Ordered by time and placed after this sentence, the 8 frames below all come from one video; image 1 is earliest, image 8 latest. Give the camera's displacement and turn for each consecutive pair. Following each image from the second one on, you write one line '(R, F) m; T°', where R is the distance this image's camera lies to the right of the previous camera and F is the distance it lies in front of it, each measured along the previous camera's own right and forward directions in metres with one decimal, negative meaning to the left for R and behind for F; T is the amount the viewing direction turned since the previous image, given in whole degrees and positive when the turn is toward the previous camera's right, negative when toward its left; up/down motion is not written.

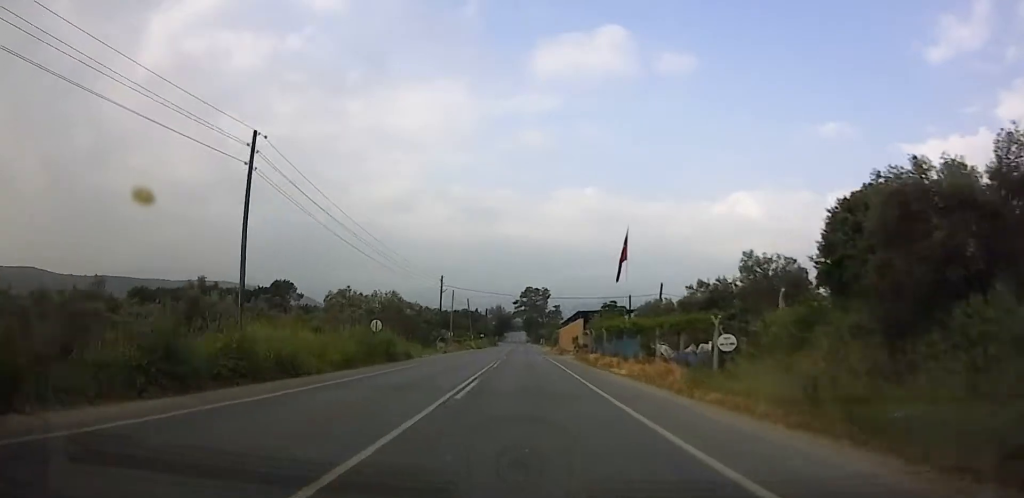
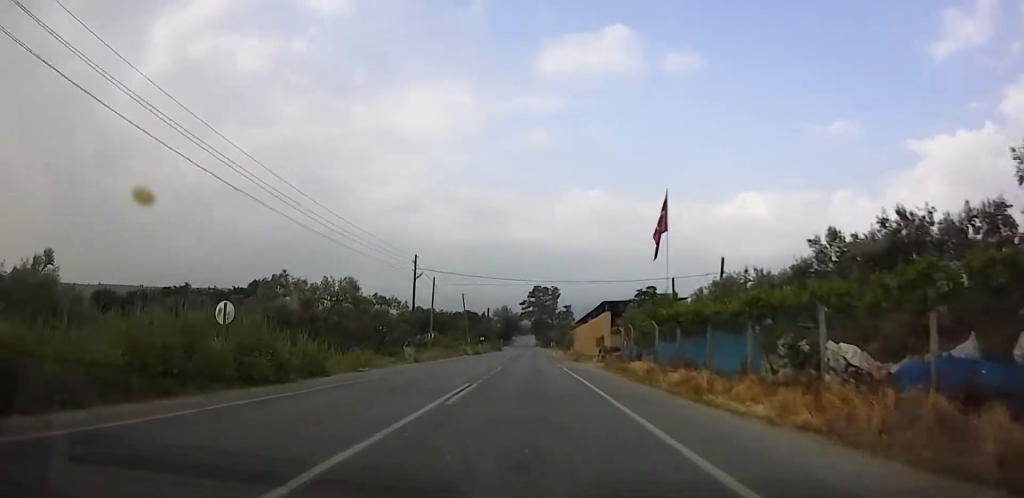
(-0.4, +16.5) m; -2°
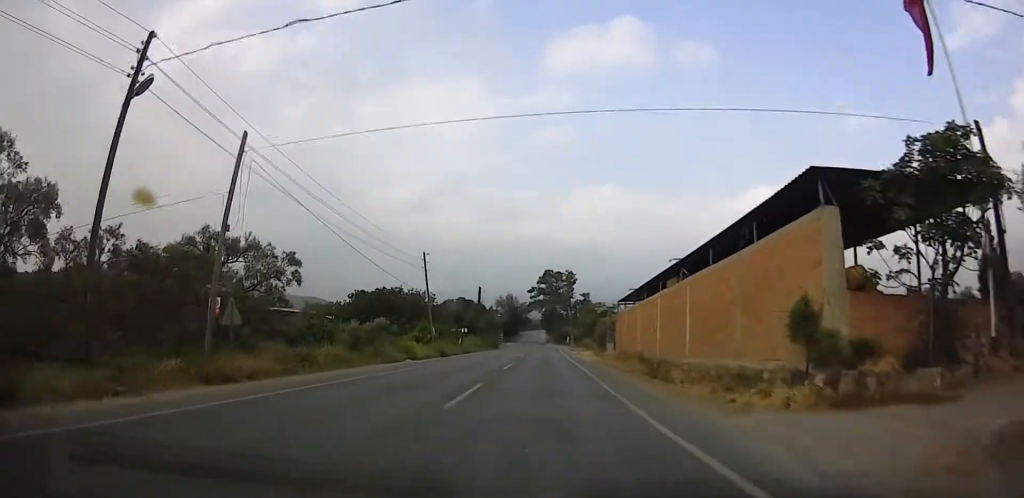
(-1.1, +32.6) m; 0°
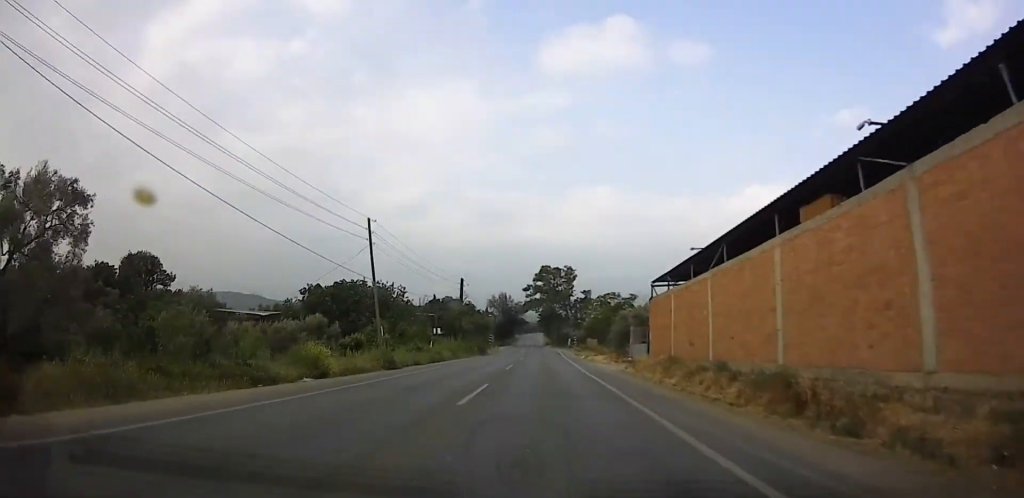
(+0.4, +14.0) m; 0°
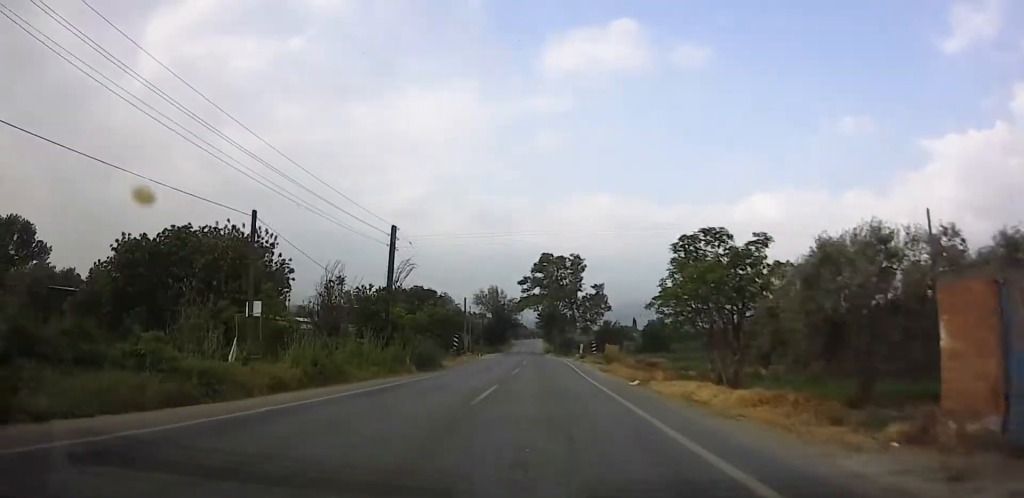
(-0.2, +28.1) m; -2°
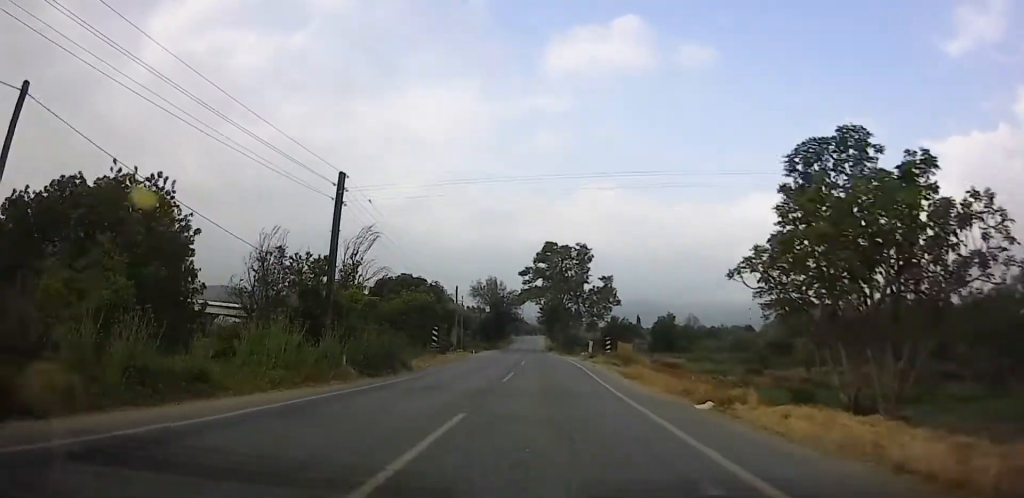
(-0.1, +9.2) m; -1°
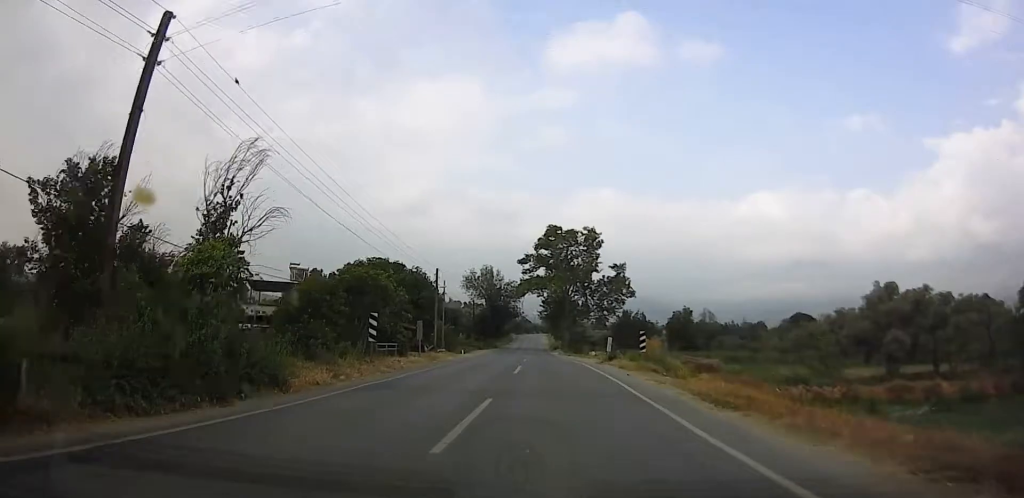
(0.0, +12.6) m; 0°
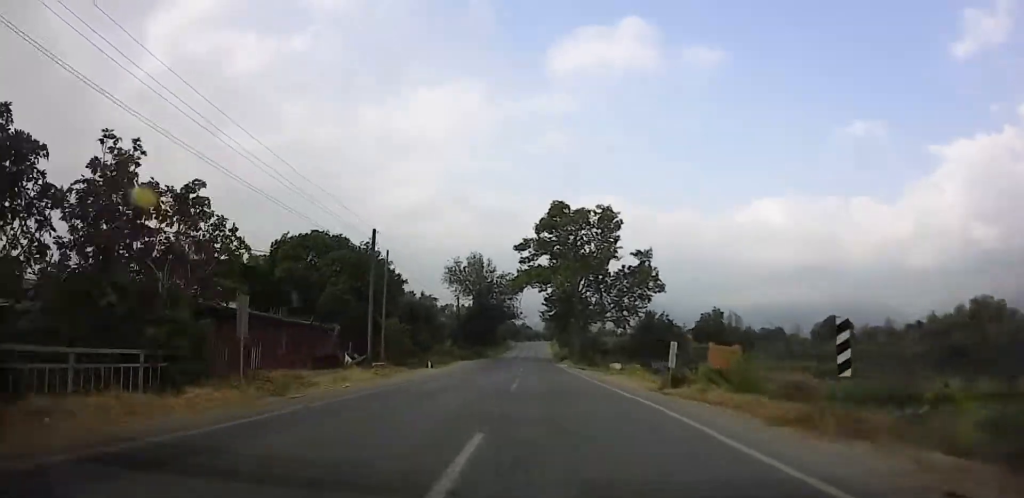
(0.0, +18.9) m; +2°
